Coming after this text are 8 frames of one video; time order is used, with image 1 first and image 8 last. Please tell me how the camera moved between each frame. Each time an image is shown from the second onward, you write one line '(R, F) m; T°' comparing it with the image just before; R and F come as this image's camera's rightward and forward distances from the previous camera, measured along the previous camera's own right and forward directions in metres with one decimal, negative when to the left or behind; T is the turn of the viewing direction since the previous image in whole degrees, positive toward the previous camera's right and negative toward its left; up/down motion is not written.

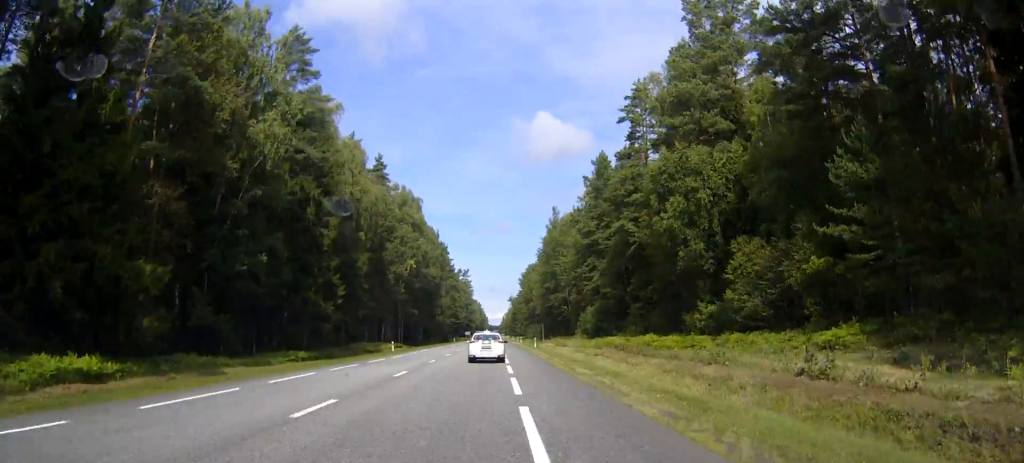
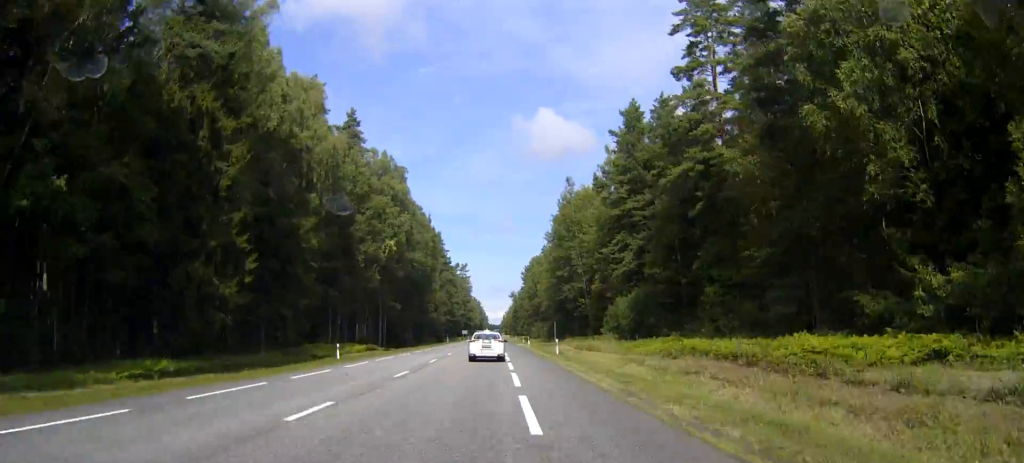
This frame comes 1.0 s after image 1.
(+0.5, +25.8) m; +1°
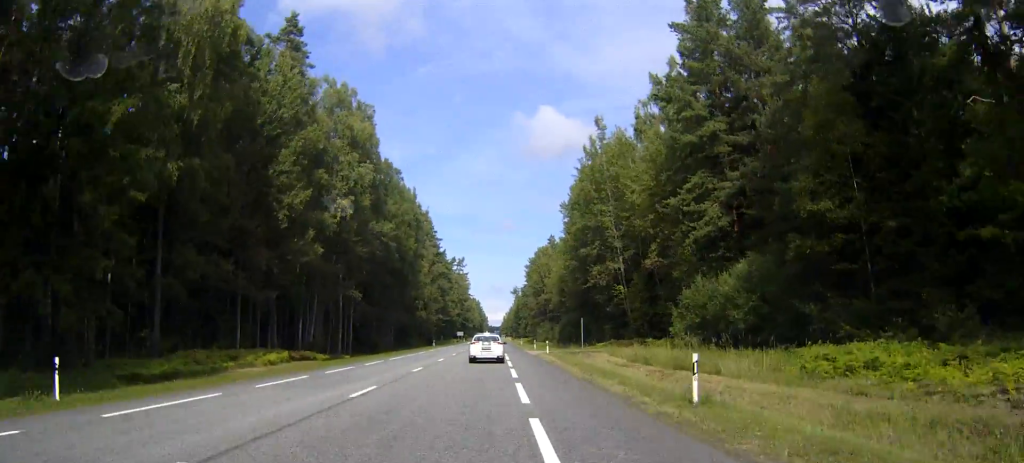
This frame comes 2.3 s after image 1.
(+0.1, +32.7) m; 0°
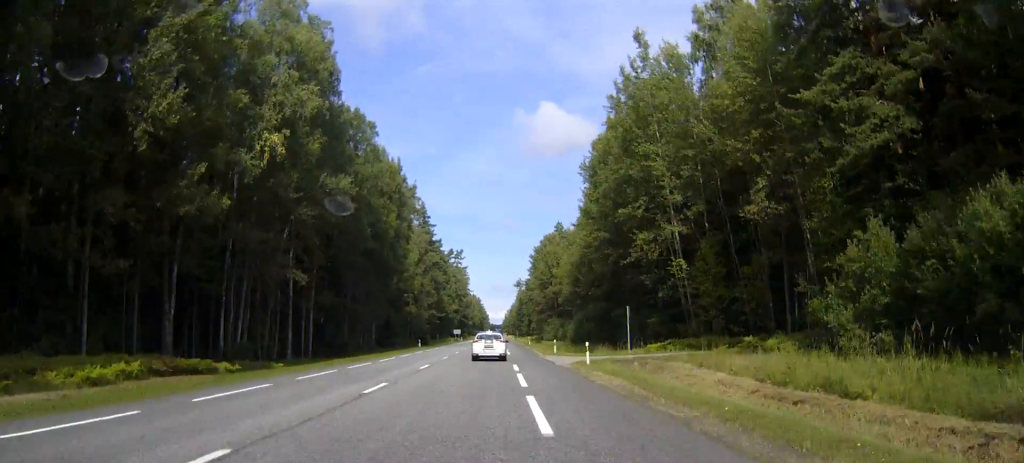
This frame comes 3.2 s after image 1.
(0.0, +24.2) m; 0°
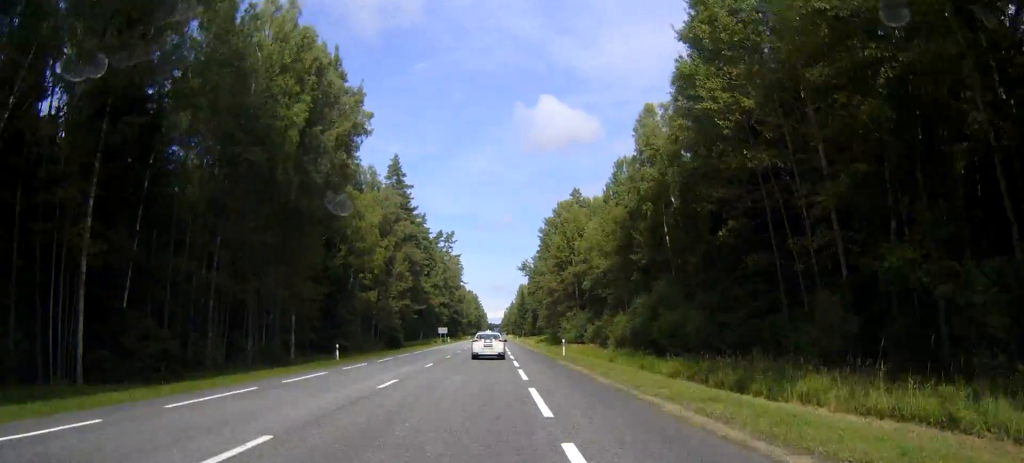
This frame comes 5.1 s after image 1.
(-2.0, +53.3) m; -4°
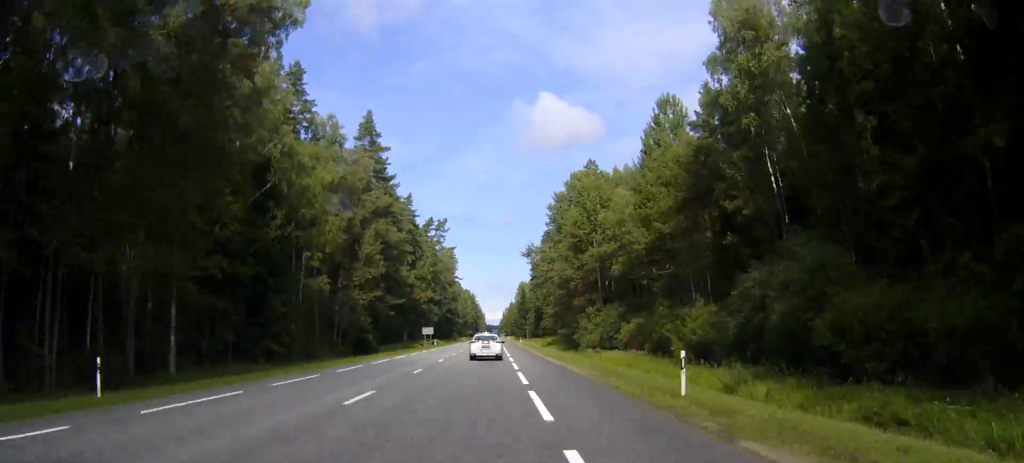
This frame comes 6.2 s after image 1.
(0.0, +35.4) m; 0°
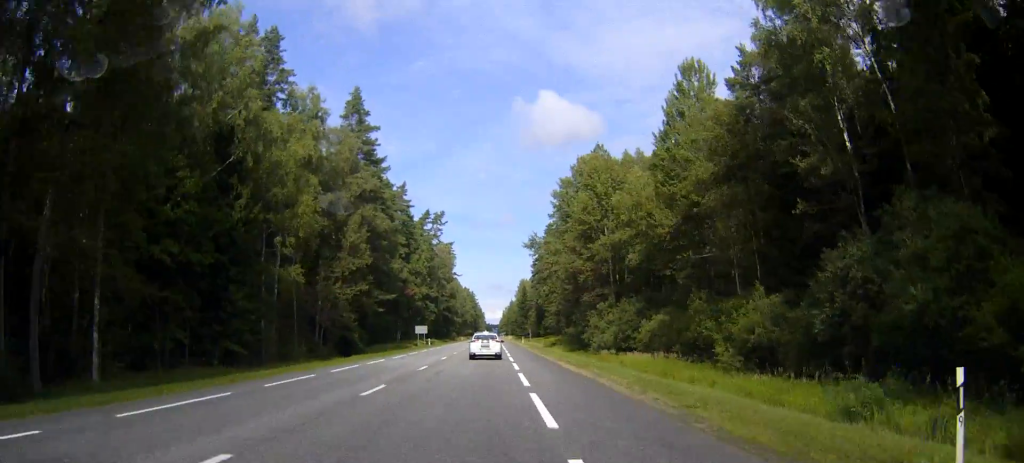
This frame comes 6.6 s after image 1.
(0.0, +13.1) m; 0°
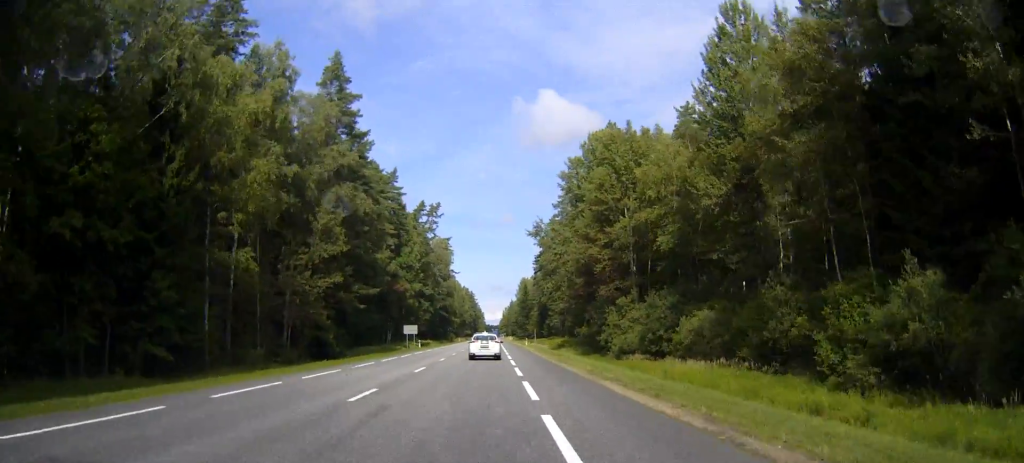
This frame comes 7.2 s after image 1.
(0.0, +17.5) m; 0°
